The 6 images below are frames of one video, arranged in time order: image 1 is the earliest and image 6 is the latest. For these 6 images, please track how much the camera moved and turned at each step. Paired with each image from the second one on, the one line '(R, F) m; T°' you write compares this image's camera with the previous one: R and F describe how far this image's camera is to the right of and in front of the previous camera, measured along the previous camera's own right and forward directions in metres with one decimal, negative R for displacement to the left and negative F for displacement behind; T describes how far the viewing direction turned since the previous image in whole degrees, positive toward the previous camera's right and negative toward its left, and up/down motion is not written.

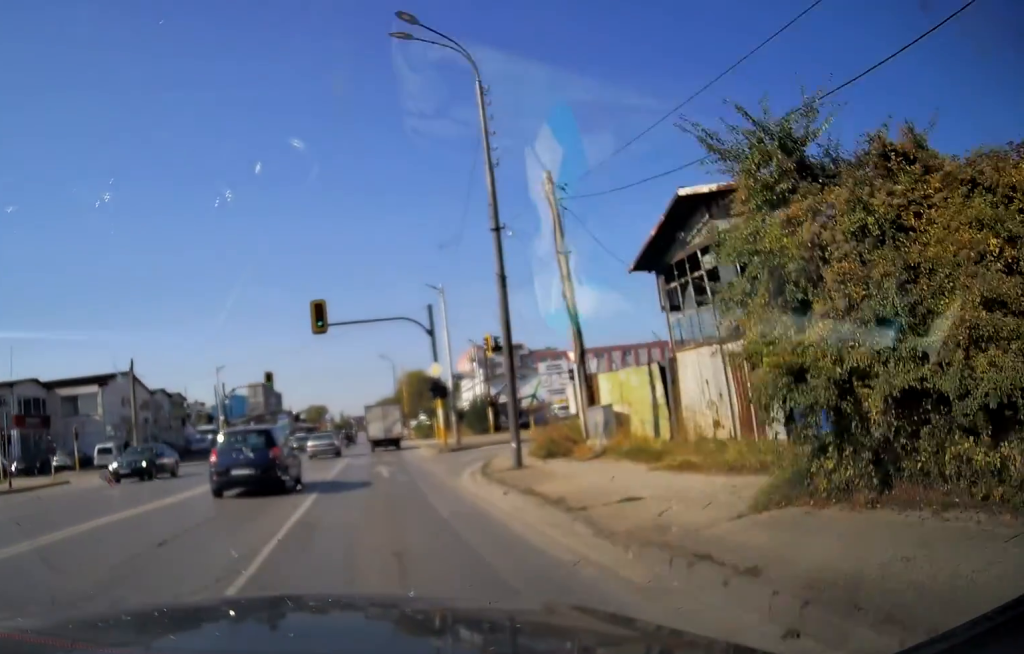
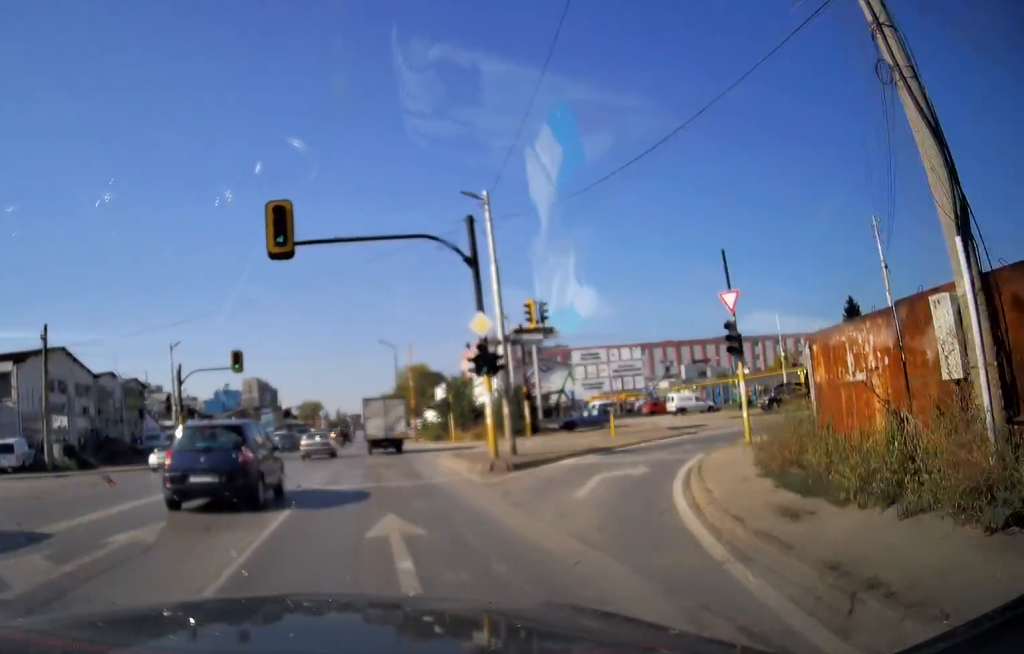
(+0.2, +13.5) m; 0°
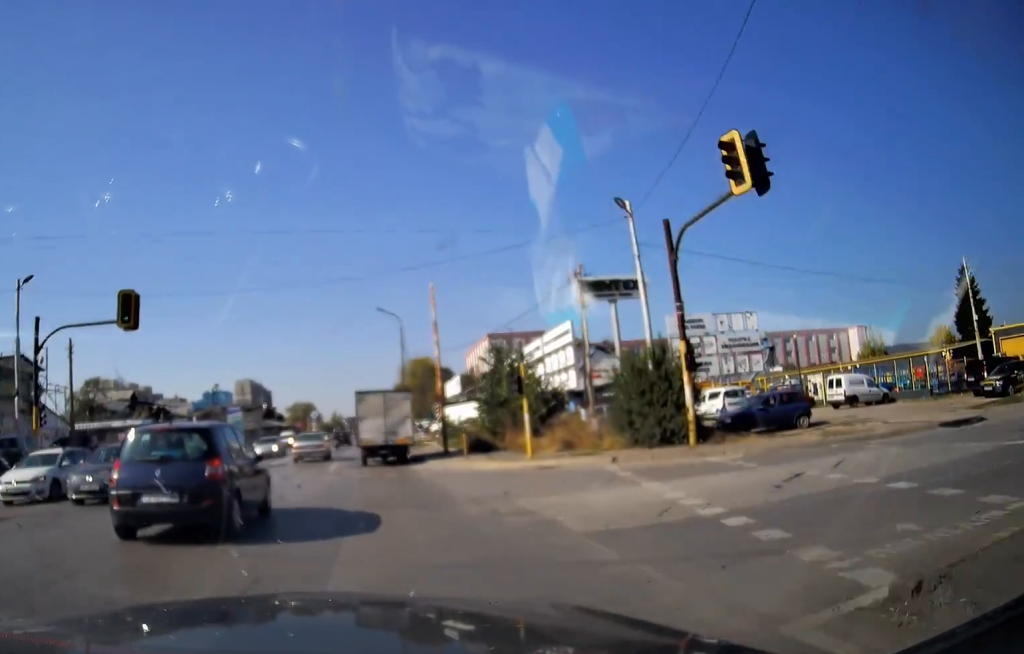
(-0.3, +21.0) m; -1°
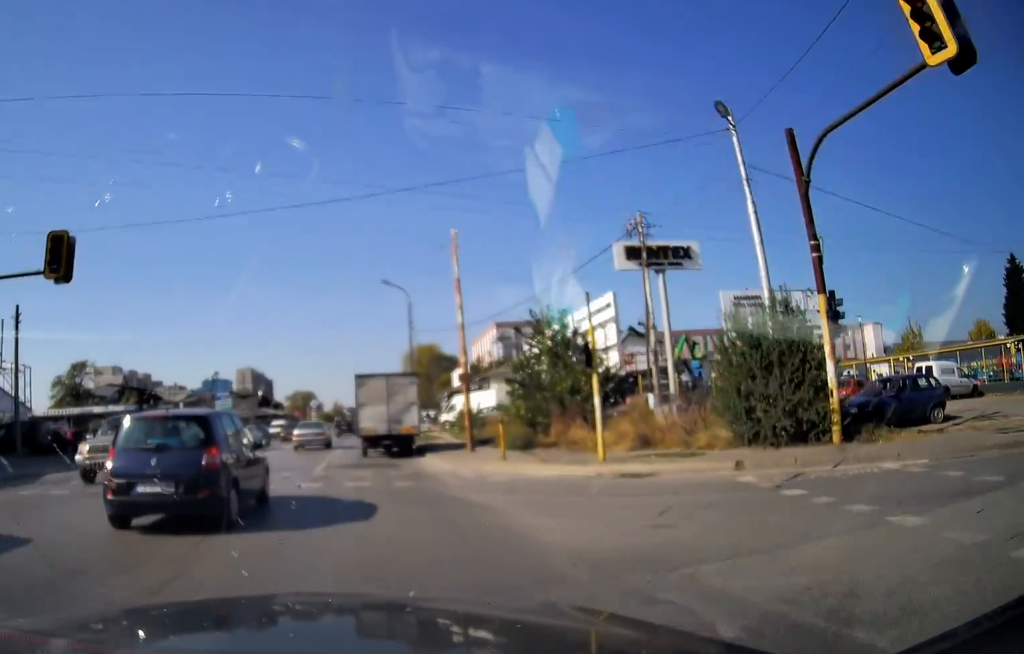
(0.0, +6.6) m; 0°
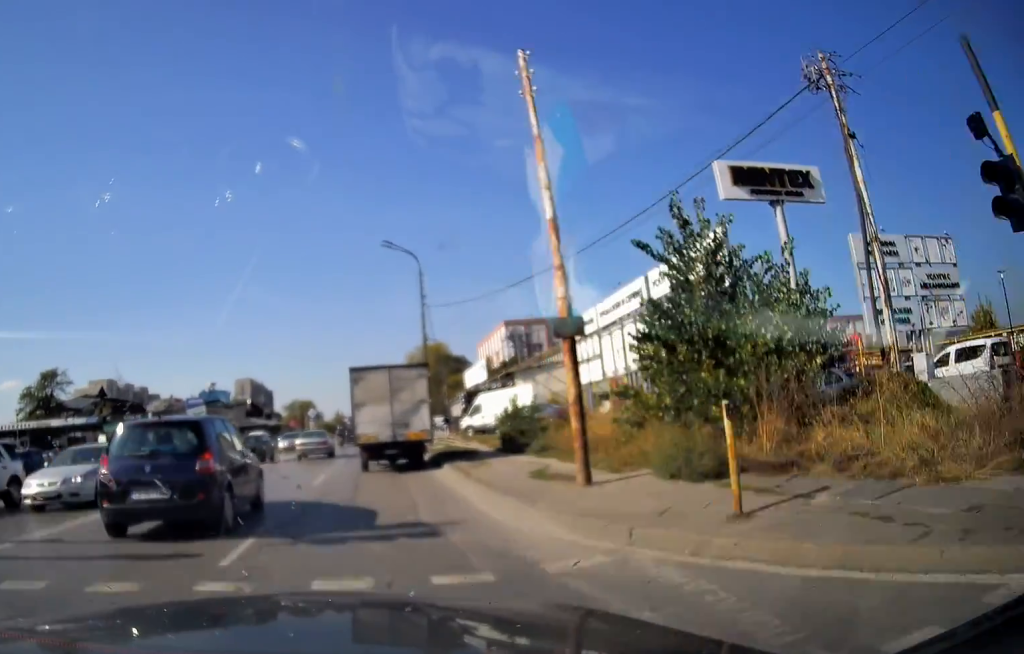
(0.0, +11.2) m; 0°
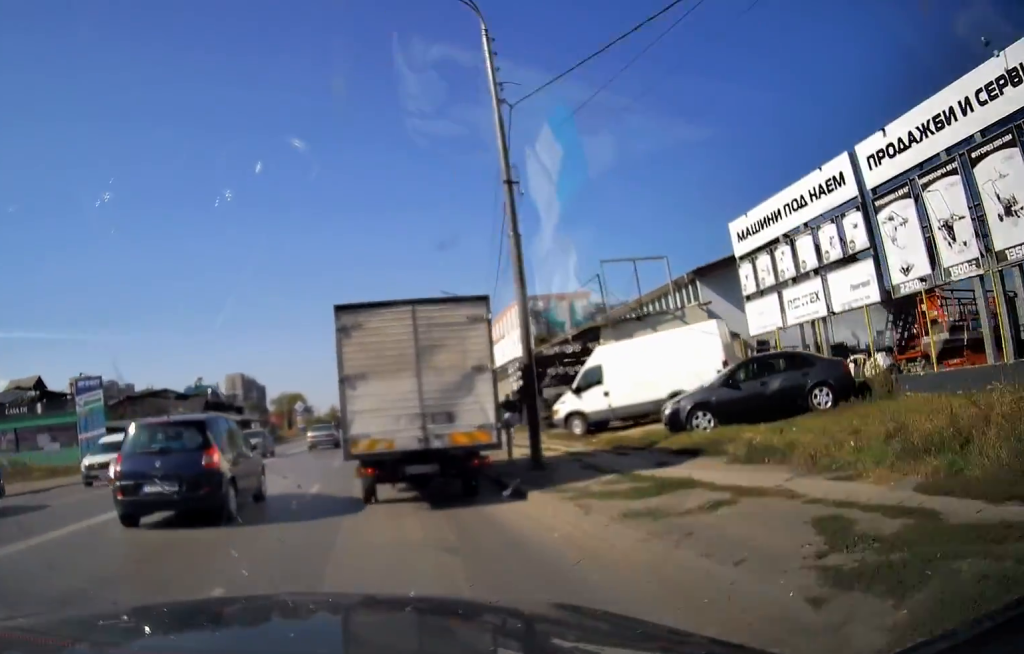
(+0.1, +21.8) m; +1°
